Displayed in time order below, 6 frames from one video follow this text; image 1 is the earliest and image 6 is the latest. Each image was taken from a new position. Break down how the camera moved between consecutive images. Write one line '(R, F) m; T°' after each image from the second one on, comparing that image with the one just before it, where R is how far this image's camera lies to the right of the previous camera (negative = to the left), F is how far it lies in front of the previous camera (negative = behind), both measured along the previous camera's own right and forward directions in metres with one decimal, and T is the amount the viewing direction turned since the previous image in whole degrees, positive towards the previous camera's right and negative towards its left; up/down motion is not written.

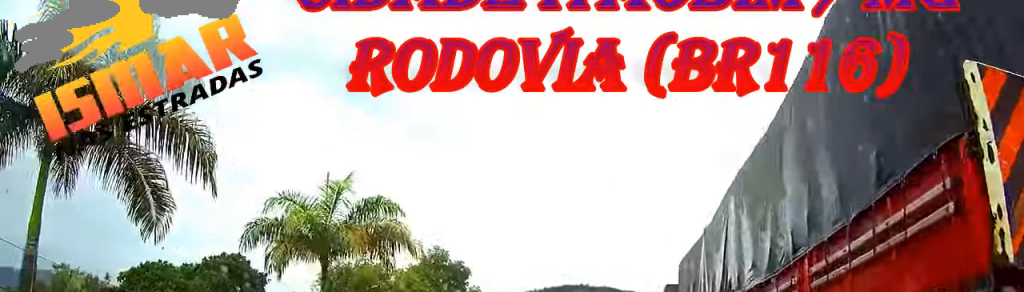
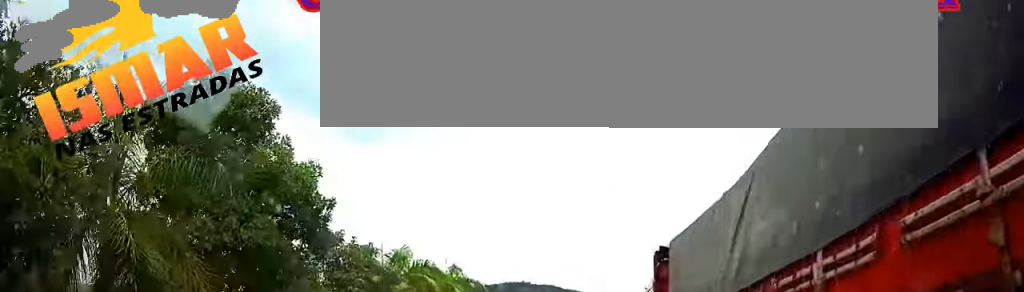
(+0.6, +24.2) m; +4°
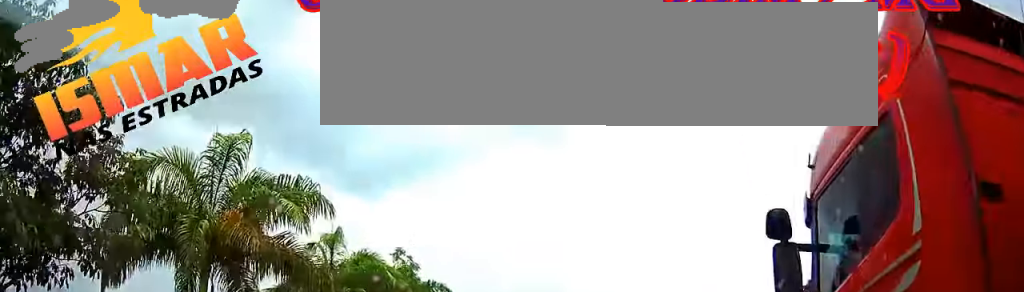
(+0.4, +20.8) m; 0°
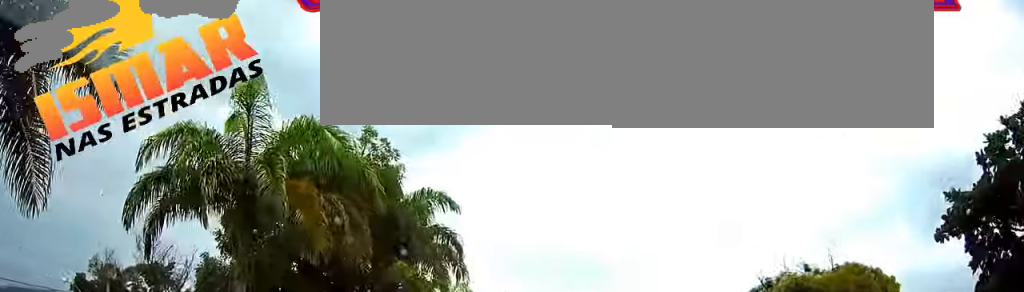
(0.0, +10.7) m; 0°
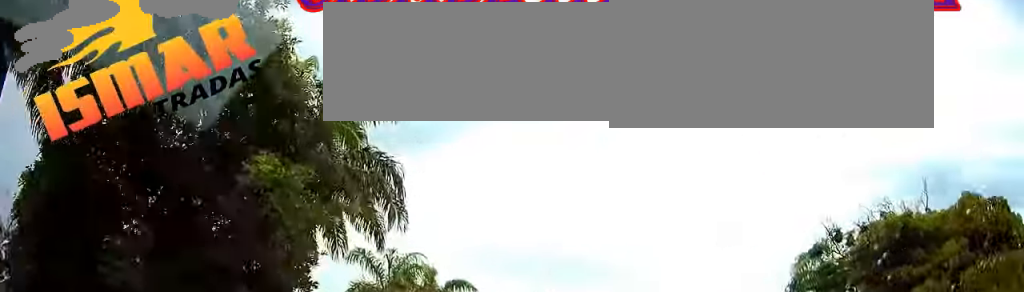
(0.0, +7.7) m; 0°
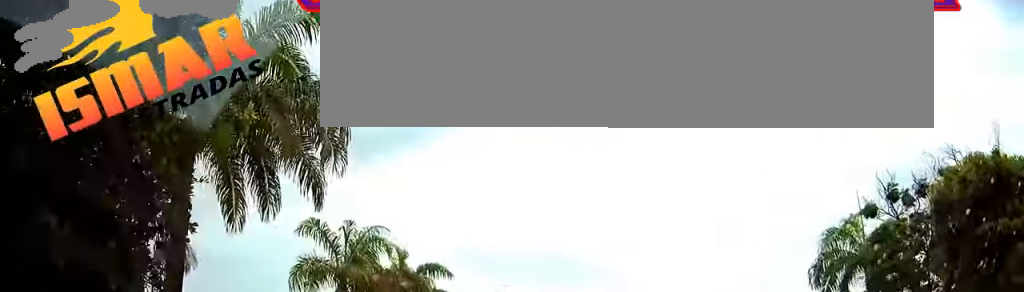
(0.0, +3.9) m; 0°
